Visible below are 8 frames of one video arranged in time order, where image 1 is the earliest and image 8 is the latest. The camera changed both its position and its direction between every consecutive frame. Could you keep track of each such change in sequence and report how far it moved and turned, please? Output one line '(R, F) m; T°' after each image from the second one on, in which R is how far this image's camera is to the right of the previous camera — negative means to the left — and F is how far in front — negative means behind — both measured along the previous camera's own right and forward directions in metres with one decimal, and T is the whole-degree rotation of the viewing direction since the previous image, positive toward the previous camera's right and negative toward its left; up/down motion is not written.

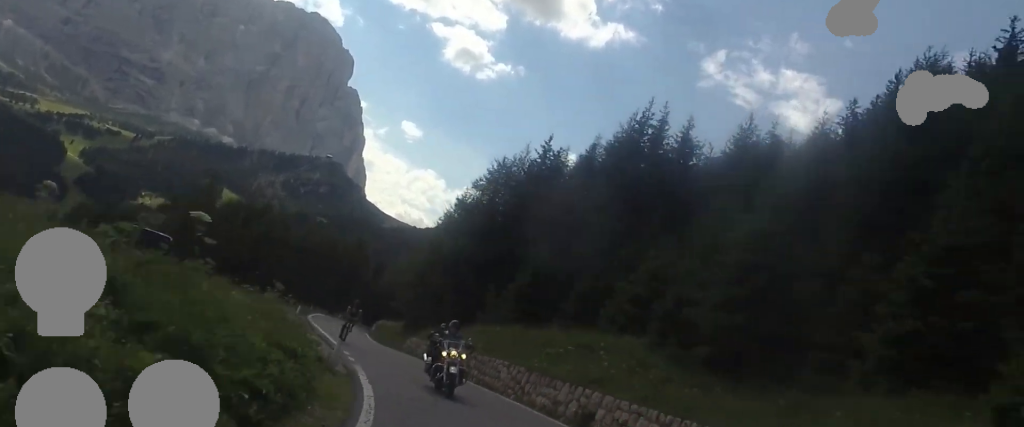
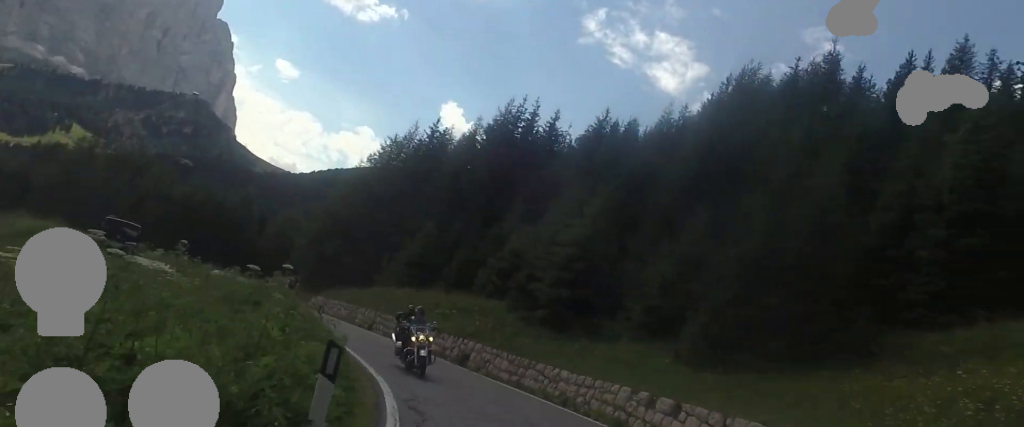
(+0.7, +7.8) m; +13°
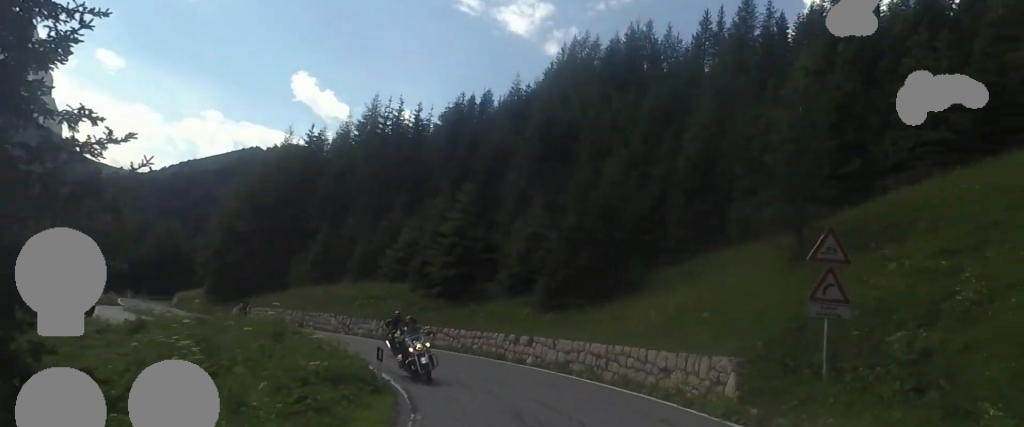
(+1.8, +8.5) m; +8°
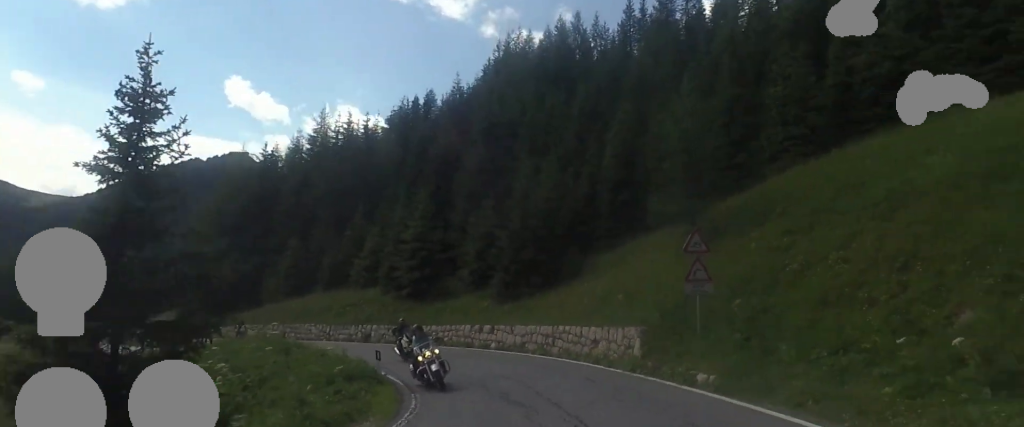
(-0.3, +4.4) m; -3°
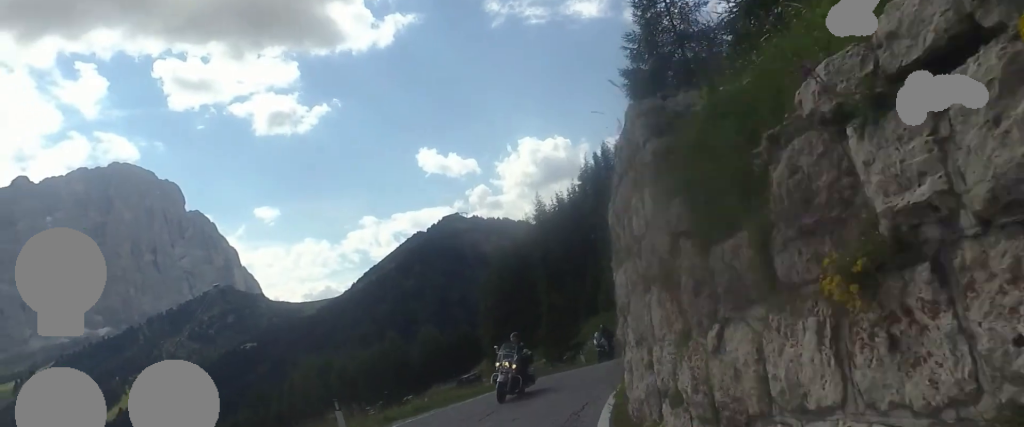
(-2.8, +27.5) m; -14°
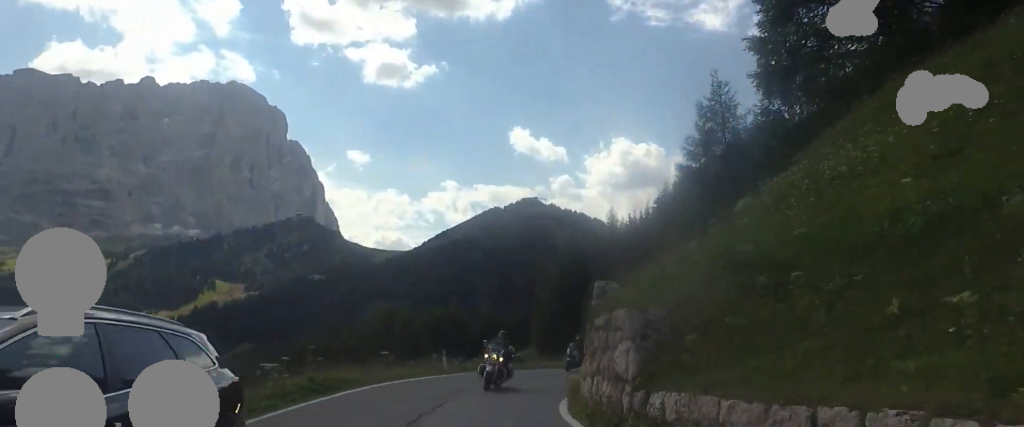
(-0.9, +9.7) m; -2°
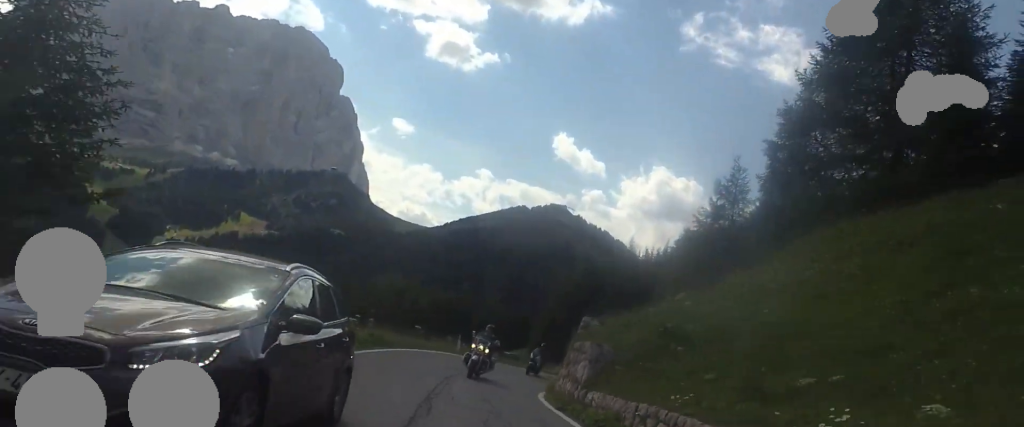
(-0.3, +6.1) m; +2°
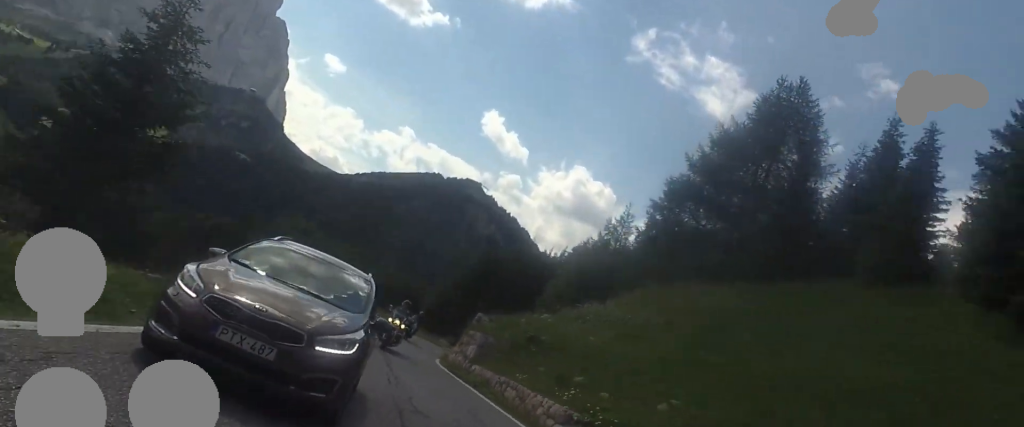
(+0.5, +8.4) m; +13°
